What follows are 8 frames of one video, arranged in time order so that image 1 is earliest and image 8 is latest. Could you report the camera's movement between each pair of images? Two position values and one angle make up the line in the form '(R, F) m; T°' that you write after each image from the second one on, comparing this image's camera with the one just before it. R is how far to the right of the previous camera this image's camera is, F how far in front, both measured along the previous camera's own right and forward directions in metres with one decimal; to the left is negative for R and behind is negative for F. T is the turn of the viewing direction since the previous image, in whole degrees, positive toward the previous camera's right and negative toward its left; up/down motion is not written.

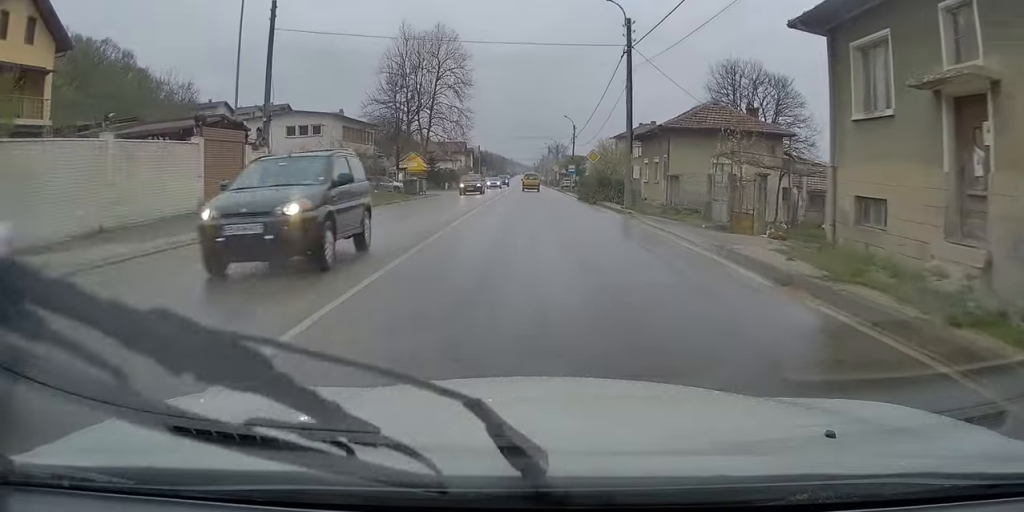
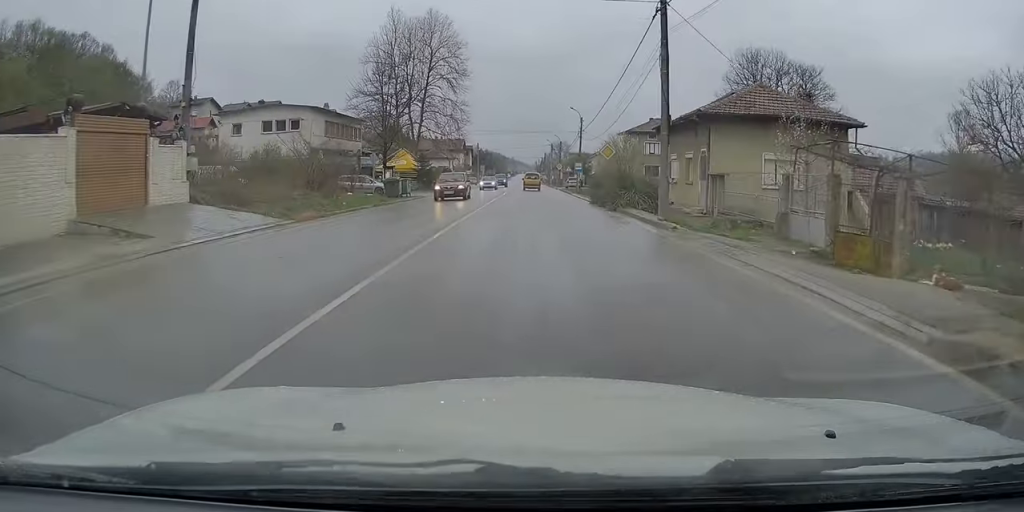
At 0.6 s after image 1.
(+0.1, +7.0) m; -1°
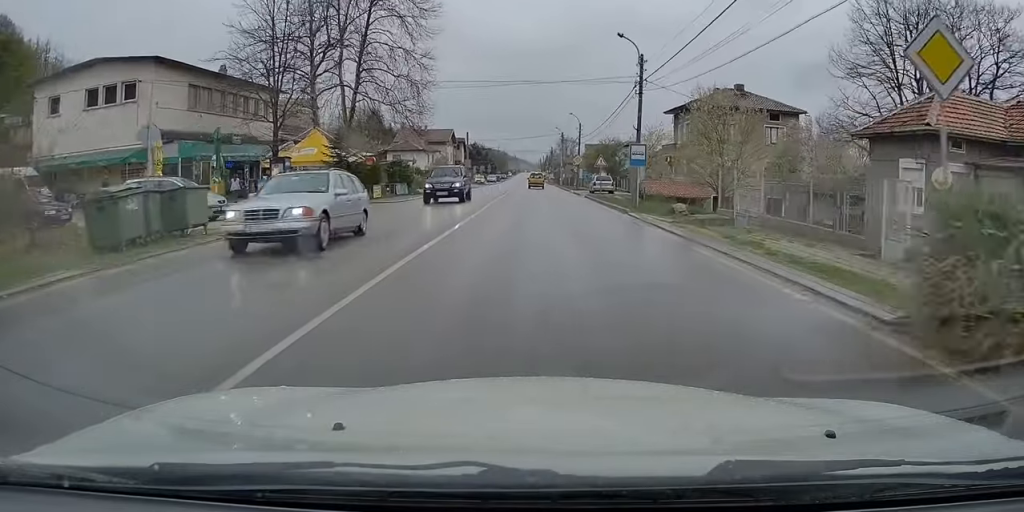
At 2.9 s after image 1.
(+0.1, +28.6) m; 0°
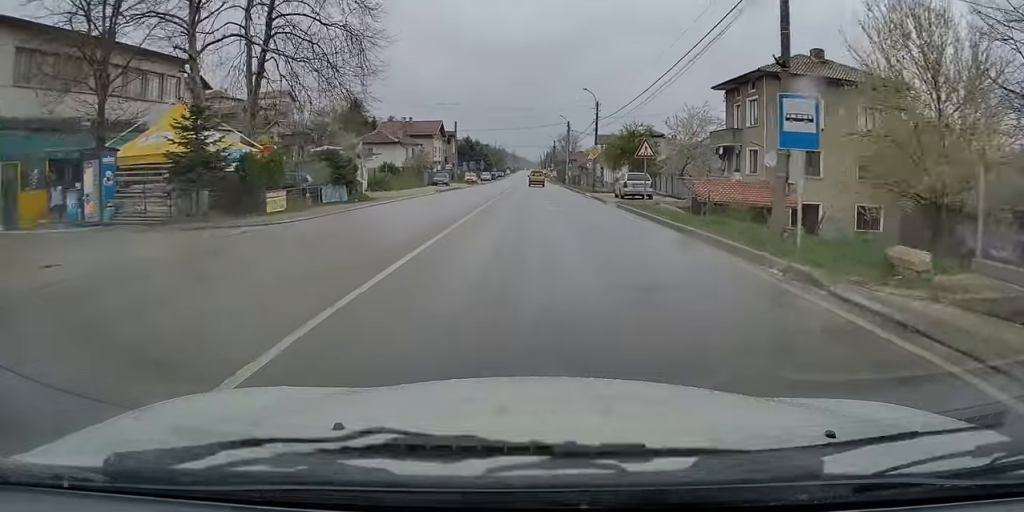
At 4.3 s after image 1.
(-0.3, +15.8) m; 0°
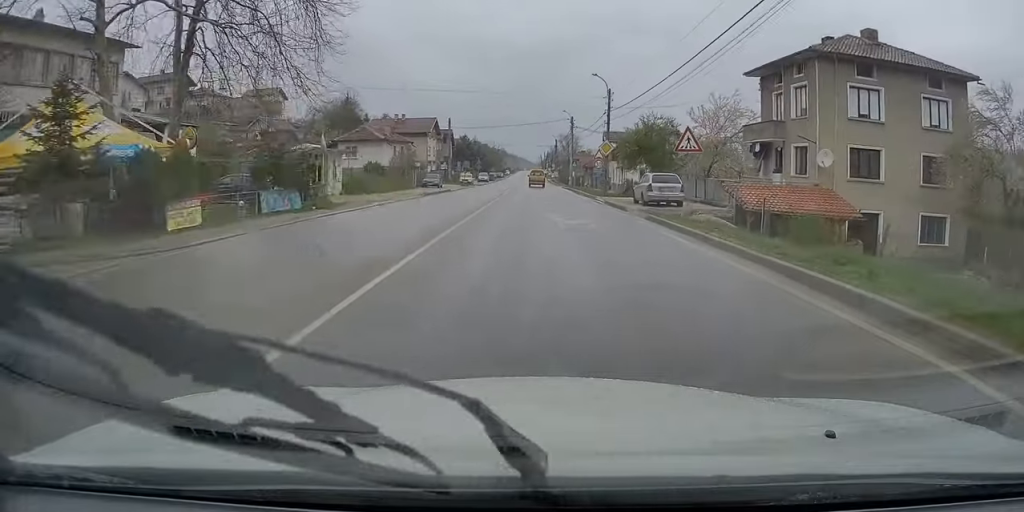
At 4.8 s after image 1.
(+0.2, +6.7) m; 0°
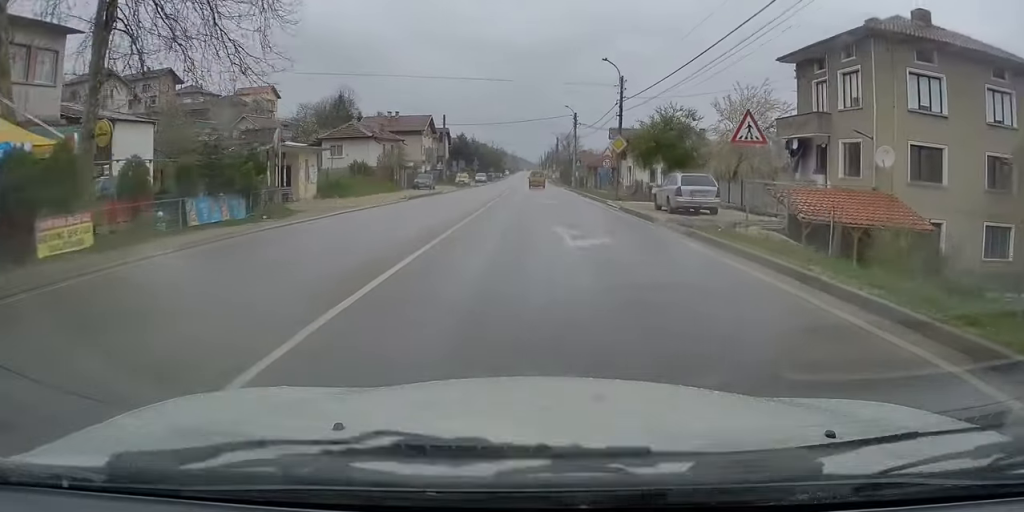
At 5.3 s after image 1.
(-0.1, +5.1) m; -1°
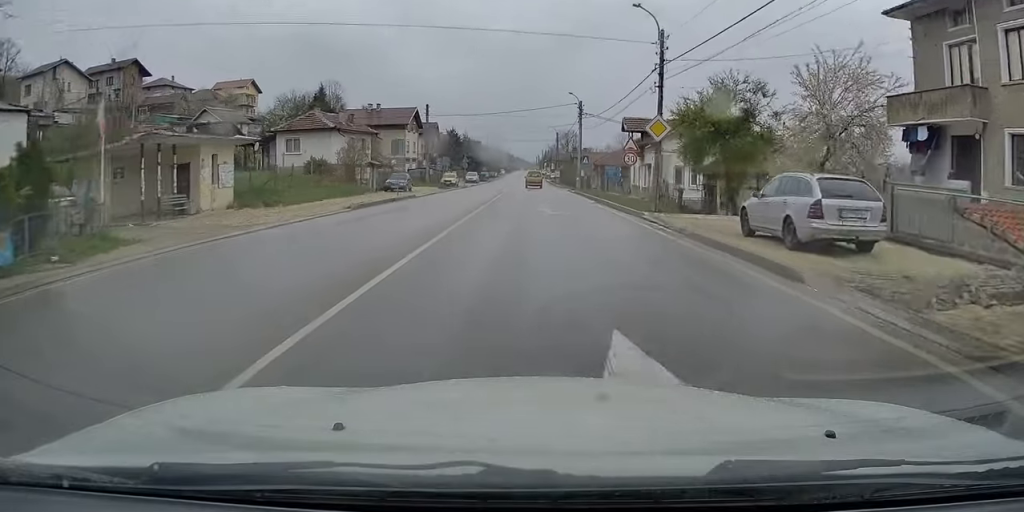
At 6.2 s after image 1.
(-0.2, +10.6) m; 0°
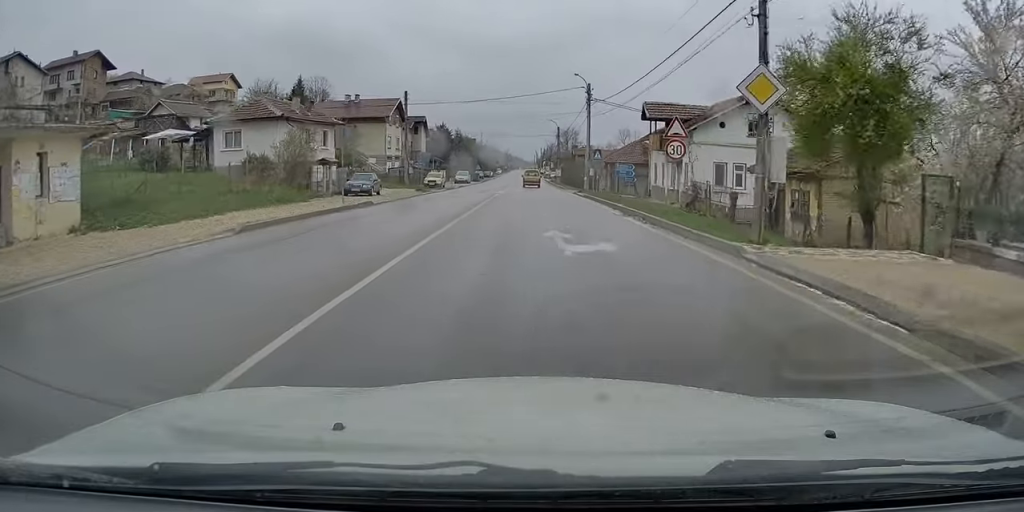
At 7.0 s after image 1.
(0.0, +10.1) m; +1°
